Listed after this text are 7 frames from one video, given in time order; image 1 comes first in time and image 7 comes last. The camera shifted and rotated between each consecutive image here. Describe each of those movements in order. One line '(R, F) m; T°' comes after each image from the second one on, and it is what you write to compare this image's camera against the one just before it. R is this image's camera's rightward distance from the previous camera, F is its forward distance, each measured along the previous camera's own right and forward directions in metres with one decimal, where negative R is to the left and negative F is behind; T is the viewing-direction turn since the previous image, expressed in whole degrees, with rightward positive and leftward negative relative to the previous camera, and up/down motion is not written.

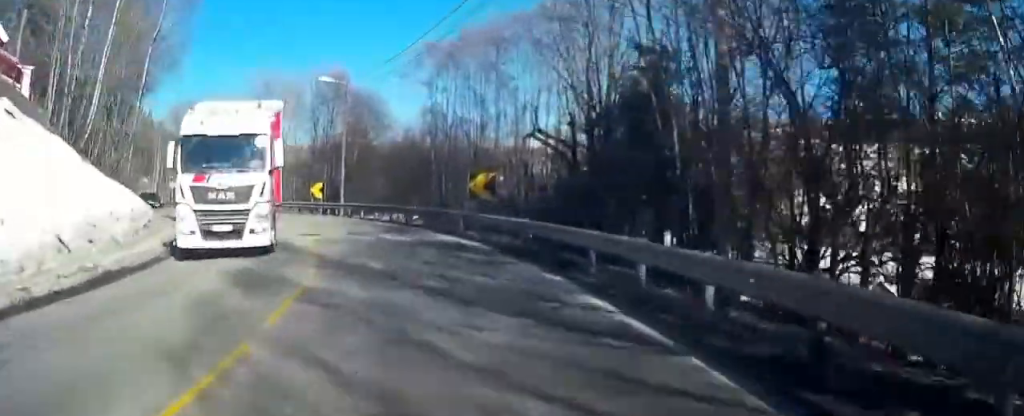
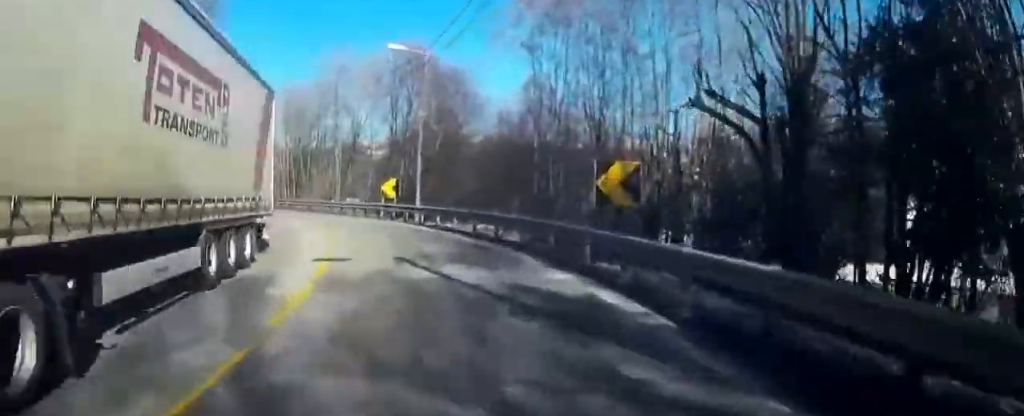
(-1.0, +8.6) m; -8°
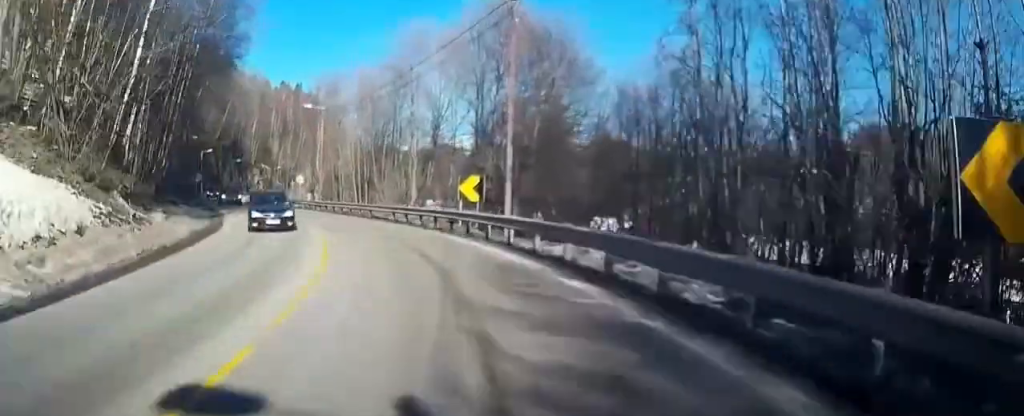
(-0.5, +8.7) m; -6°
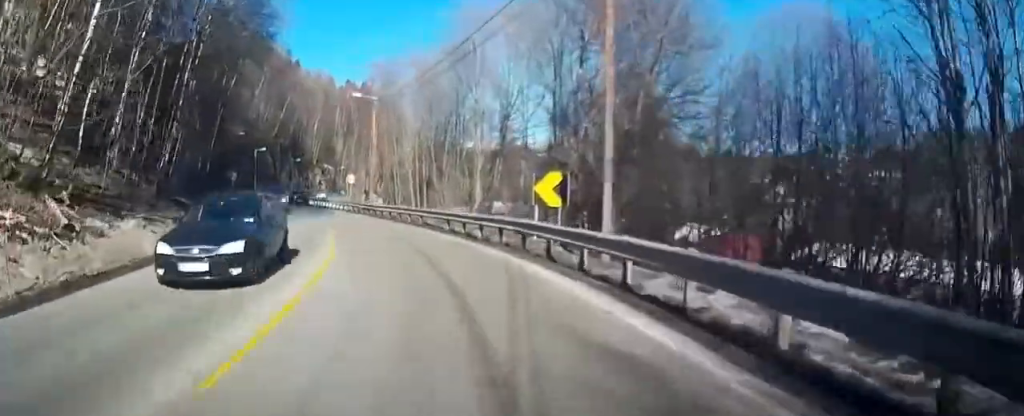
(-0.1, +6.2) m; -4°
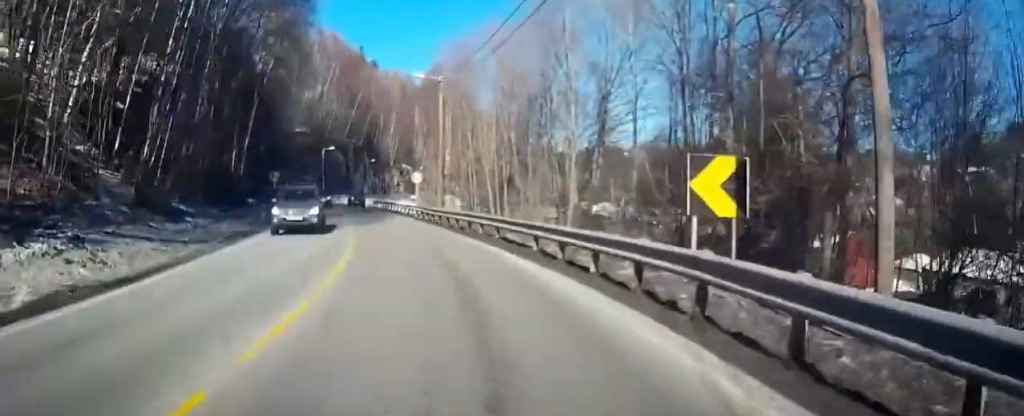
(-0.4, +7.2) m; -5°
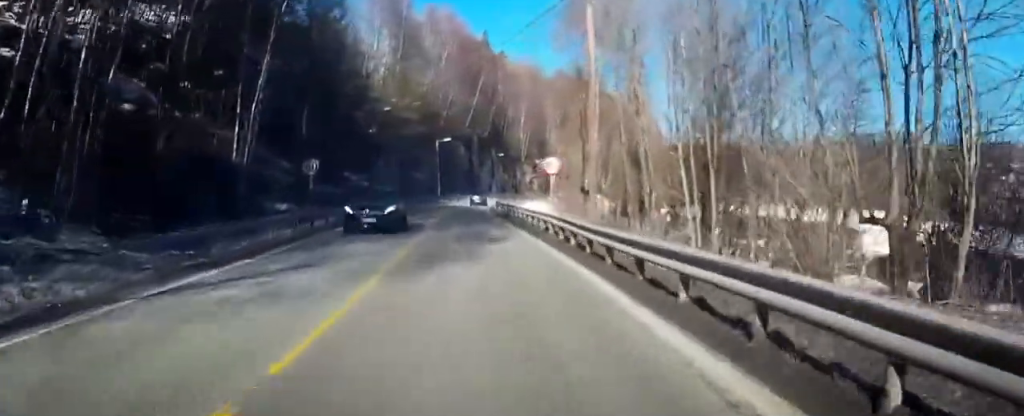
(-1.2, +14.5) m; -9°
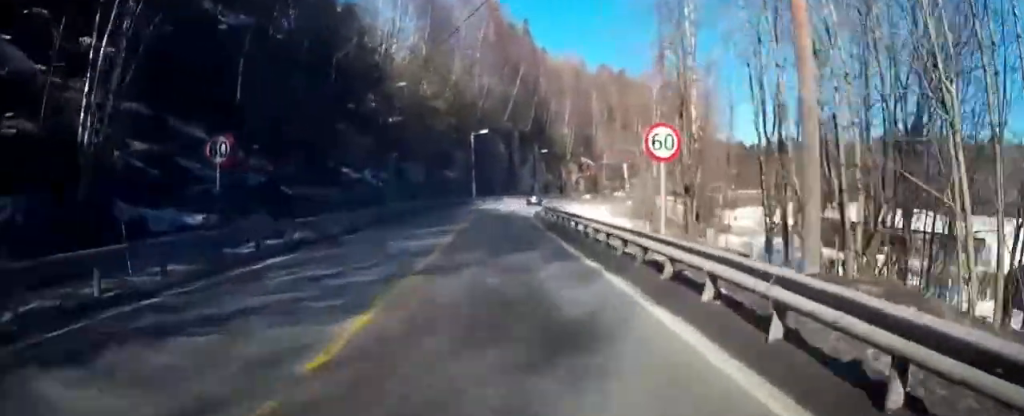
(-0.3, +9.5) m; -5°
